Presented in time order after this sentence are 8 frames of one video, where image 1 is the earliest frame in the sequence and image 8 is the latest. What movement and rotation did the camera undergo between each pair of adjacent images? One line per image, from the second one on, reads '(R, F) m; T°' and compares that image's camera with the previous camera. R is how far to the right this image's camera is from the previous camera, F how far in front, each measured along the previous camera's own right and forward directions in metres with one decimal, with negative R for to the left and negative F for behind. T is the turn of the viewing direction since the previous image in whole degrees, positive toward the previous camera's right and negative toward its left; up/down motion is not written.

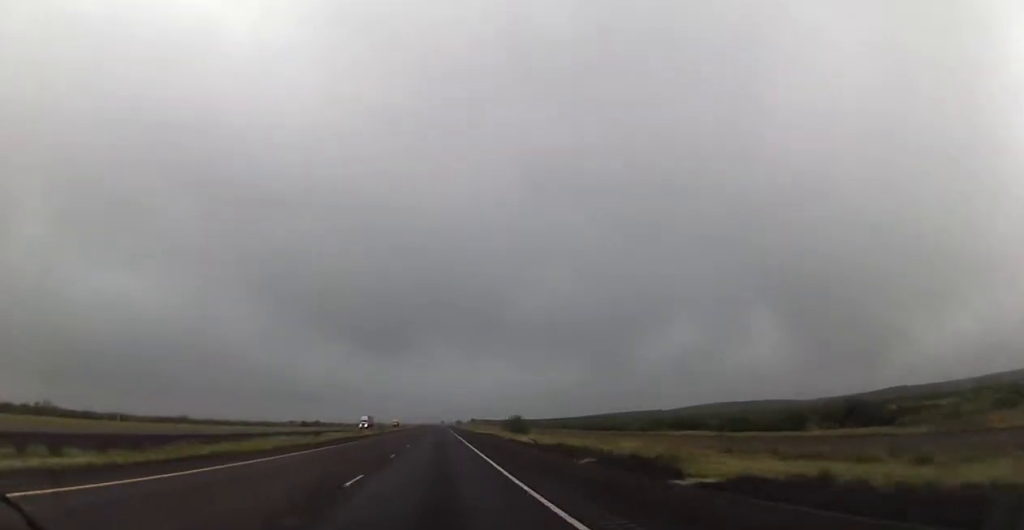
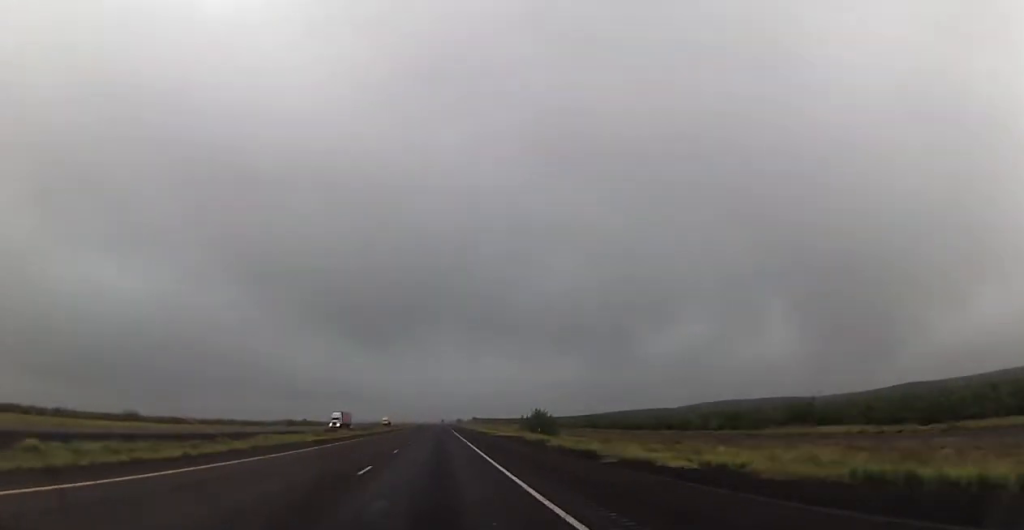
(+0.2, +34.0) m; 0°
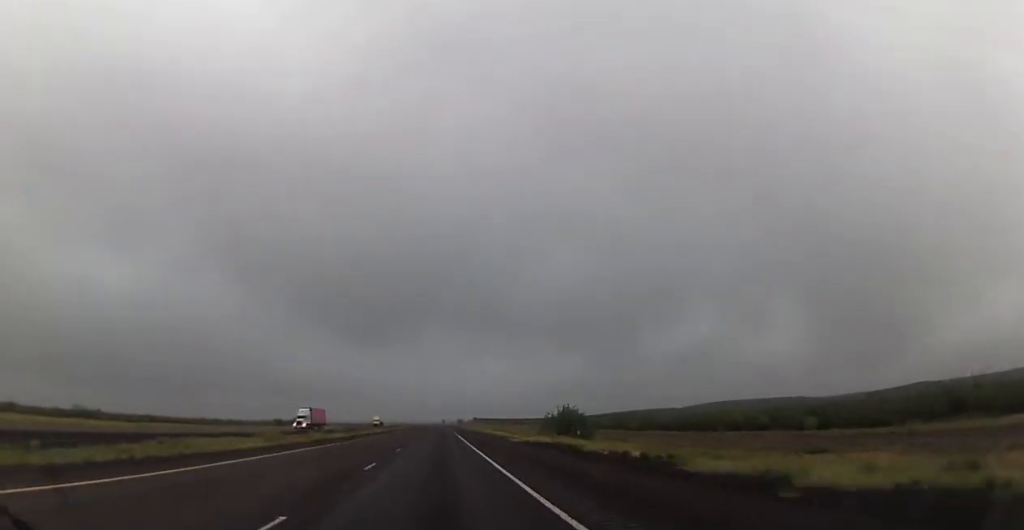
(0.0, +23.1) m; 0°
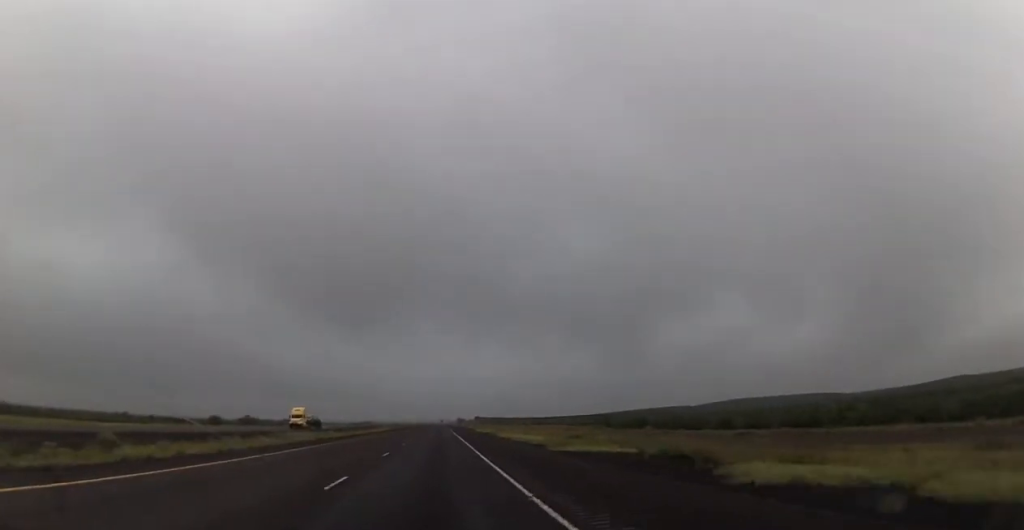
(-0.1, +78.9) m; 0°
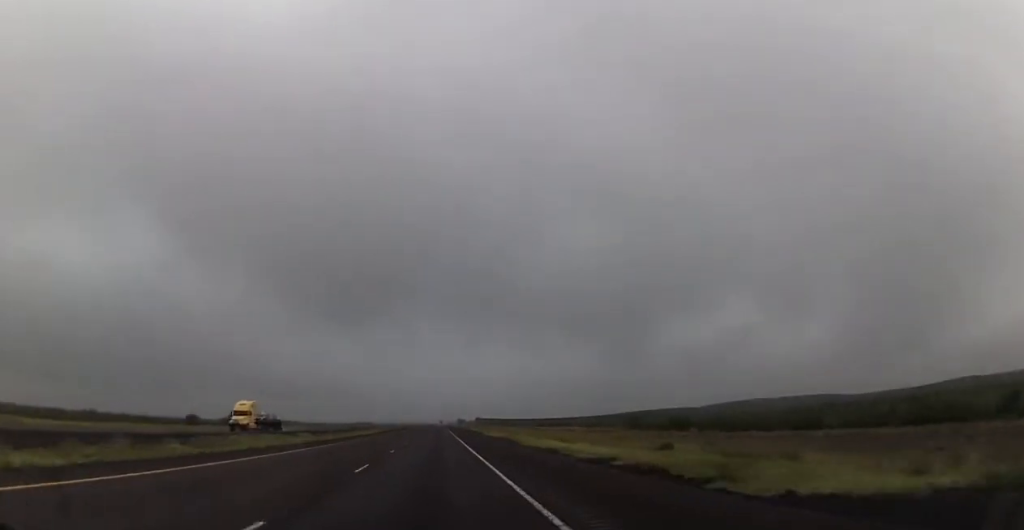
(+0.2, +19.4) m; 0°
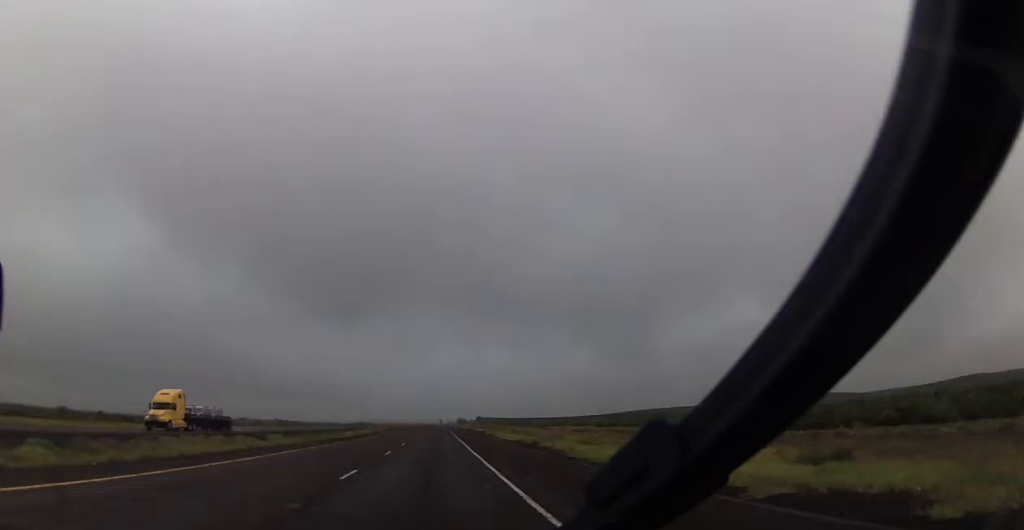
(-0.2, +14.5) m; 0°
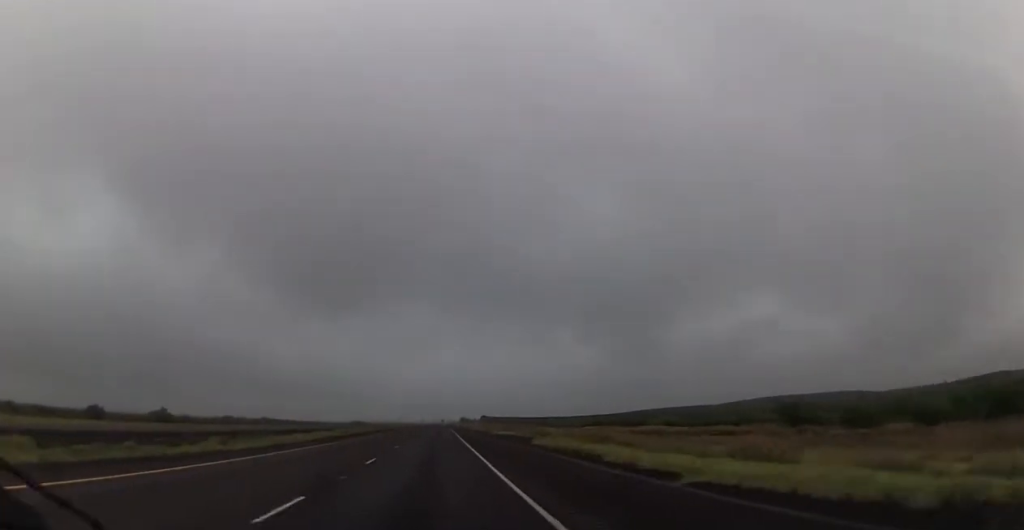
(0.0, +43.6) m; 0°
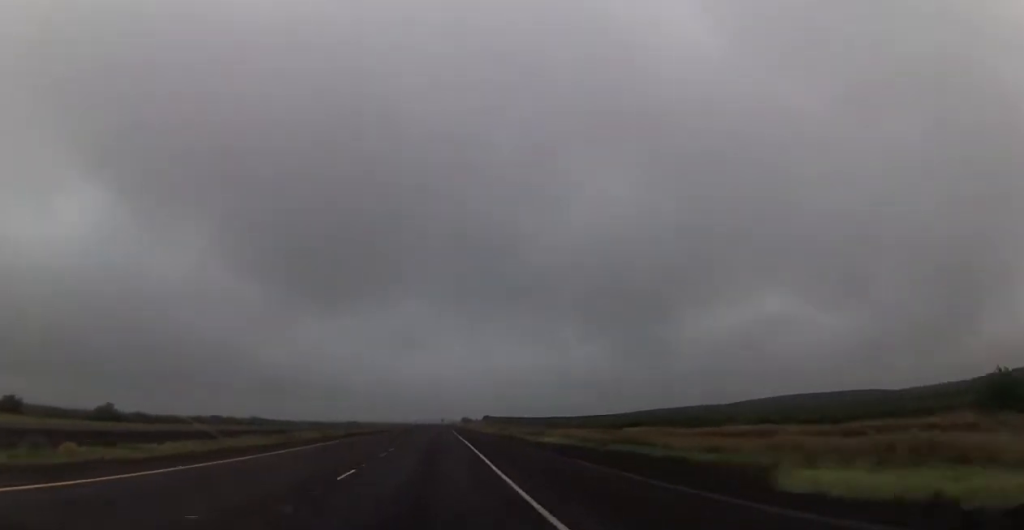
(+0.1, +30.3) m; 0°
